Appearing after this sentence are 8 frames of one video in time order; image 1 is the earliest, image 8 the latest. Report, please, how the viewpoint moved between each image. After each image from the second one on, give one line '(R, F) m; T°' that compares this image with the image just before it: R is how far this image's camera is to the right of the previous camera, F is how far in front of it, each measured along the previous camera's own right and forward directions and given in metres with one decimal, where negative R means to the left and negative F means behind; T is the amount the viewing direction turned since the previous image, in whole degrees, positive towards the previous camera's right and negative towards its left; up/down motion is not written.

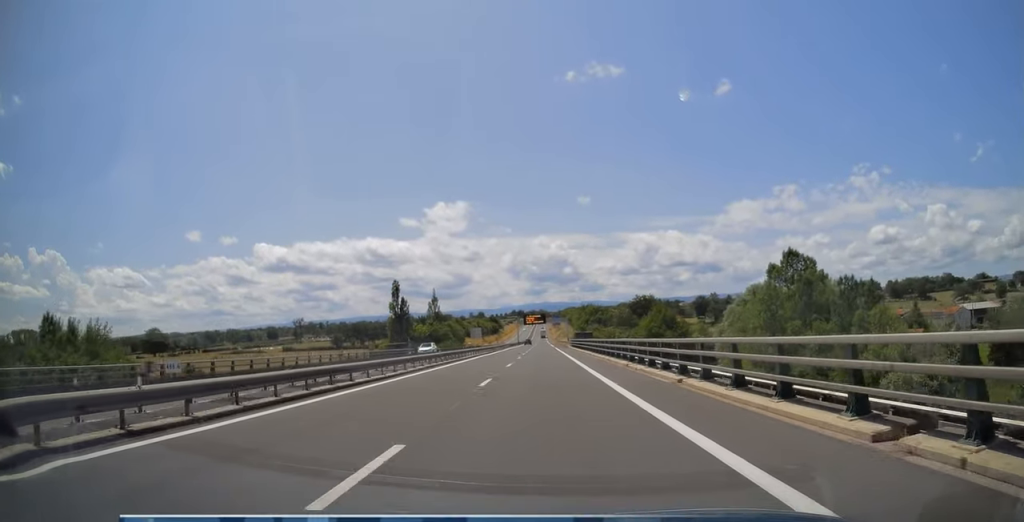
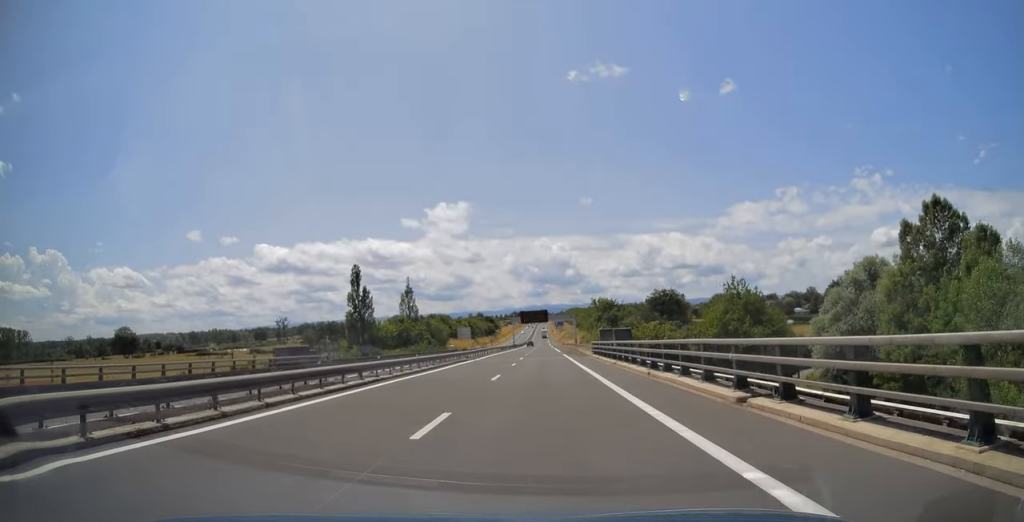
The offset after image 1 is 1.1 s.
(-0.2, +35.0) m; 0°
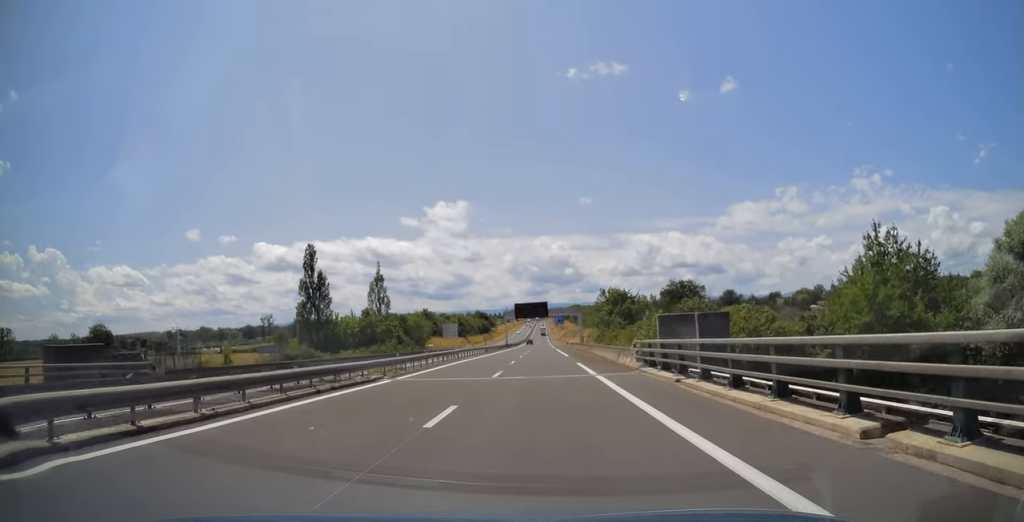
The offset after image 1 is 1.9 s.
(+0.2, +24.7) m; 0°
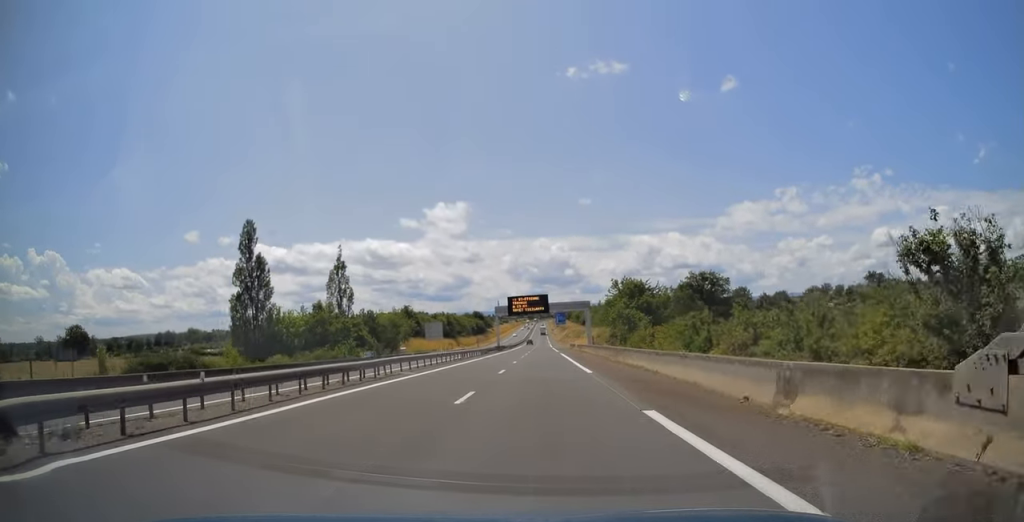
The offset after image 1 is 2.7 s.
(-0.3, +22.1) m; 0°
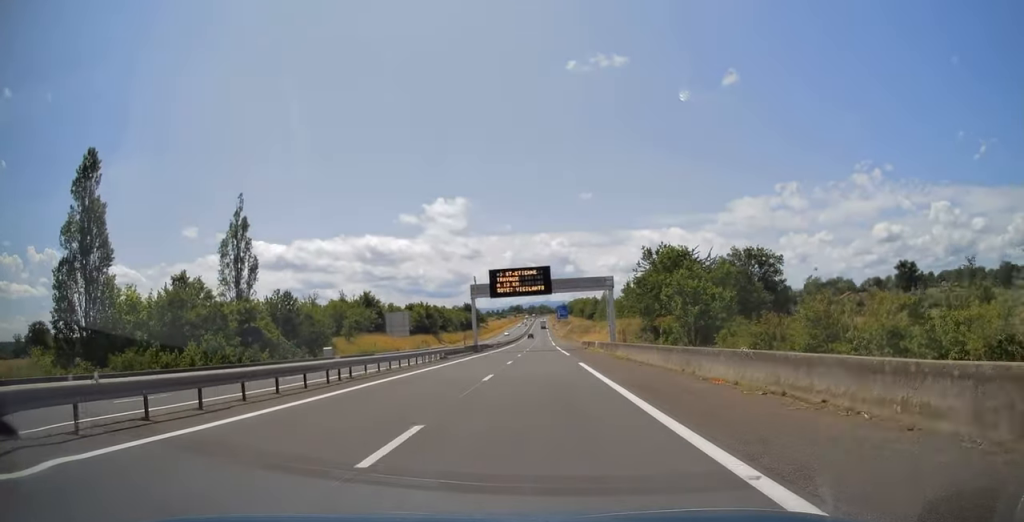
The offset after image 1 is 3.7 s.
(+0.2, +32.4) m; 0°
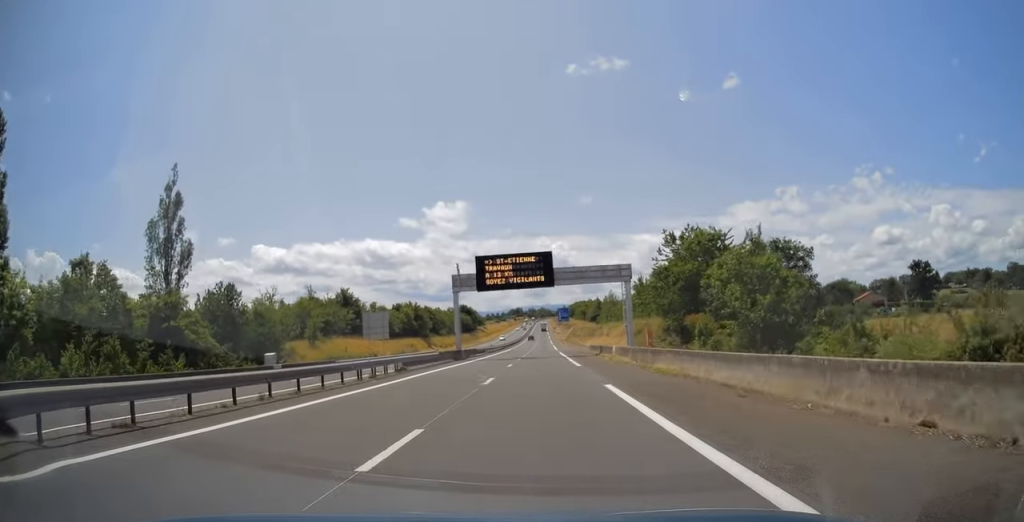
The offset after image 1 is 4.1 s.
(0.0, +12.9) m; 0°
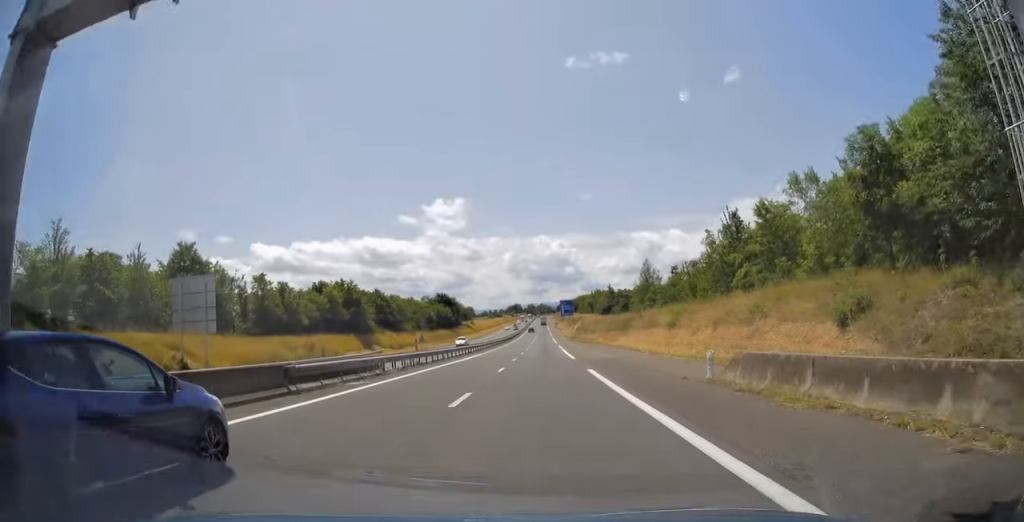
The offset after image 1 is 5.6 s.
(0.0, +45.7) m; 0°
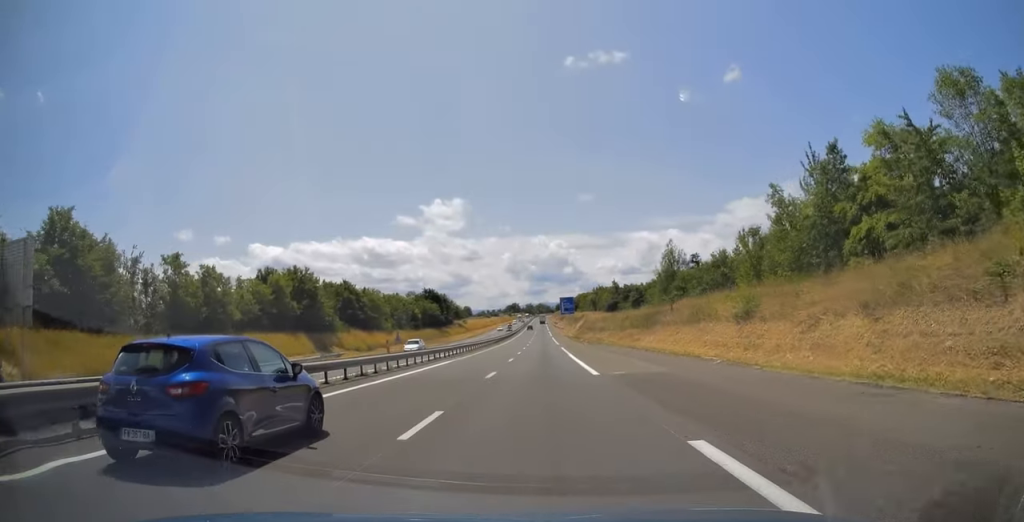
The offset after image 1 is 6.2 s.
(0.0, +17.0) m; 0°
